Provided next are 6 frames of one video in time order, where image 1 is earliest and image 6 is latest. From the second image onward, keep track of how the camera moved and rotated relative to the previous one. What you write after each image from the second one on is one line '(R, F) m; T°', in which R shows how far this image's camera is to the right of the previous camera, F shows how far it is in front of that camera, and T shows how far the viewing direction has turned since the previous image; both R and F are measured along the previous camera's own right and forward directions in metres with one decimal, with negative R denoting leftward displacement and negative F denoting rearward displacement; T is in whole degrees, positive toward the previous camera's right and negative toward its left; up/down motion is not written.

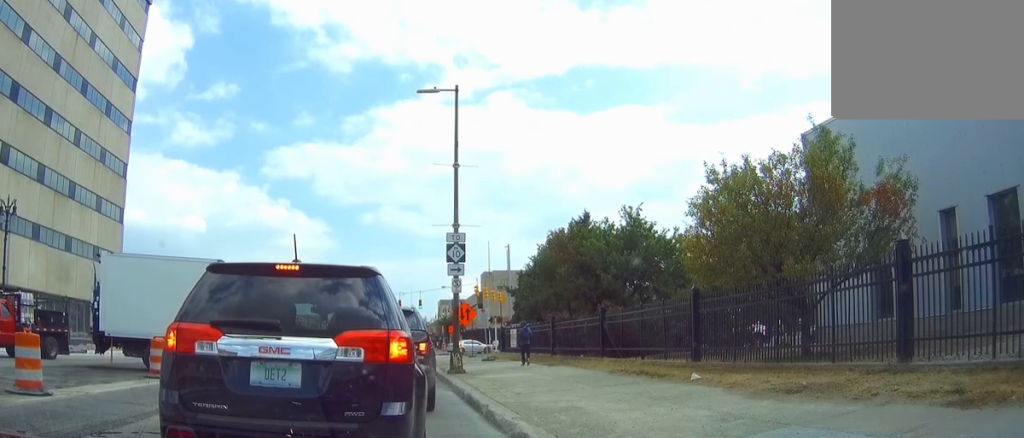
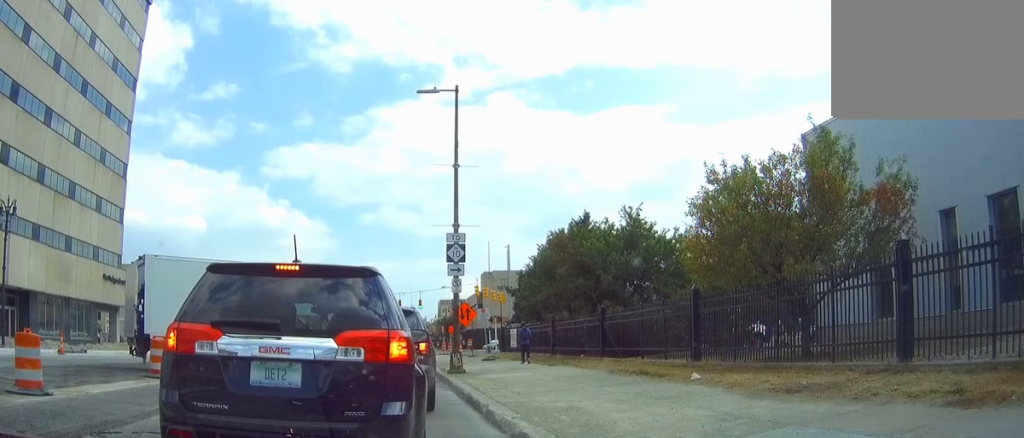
(+0.1, +0.2) m; 0°
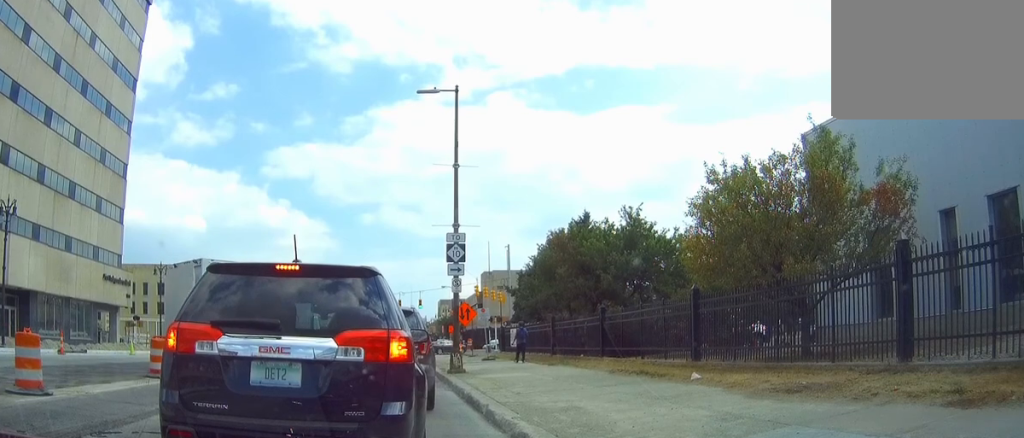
(-0.1, 0.0) m; 0°
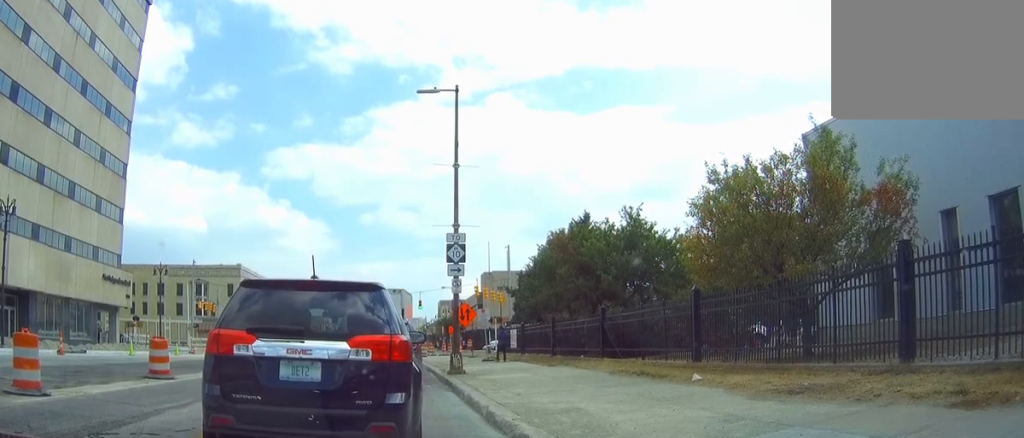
(+0.2, +0.7) m; 0°
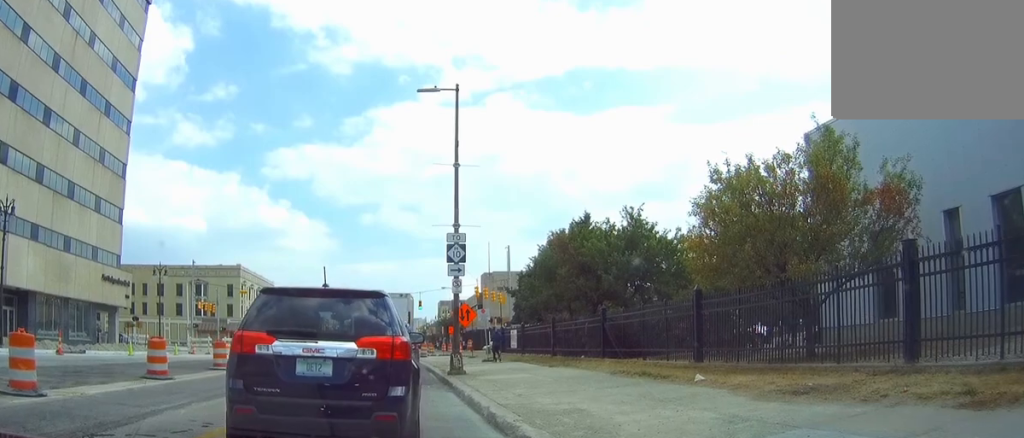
(0.0, +0.2) m; 0°
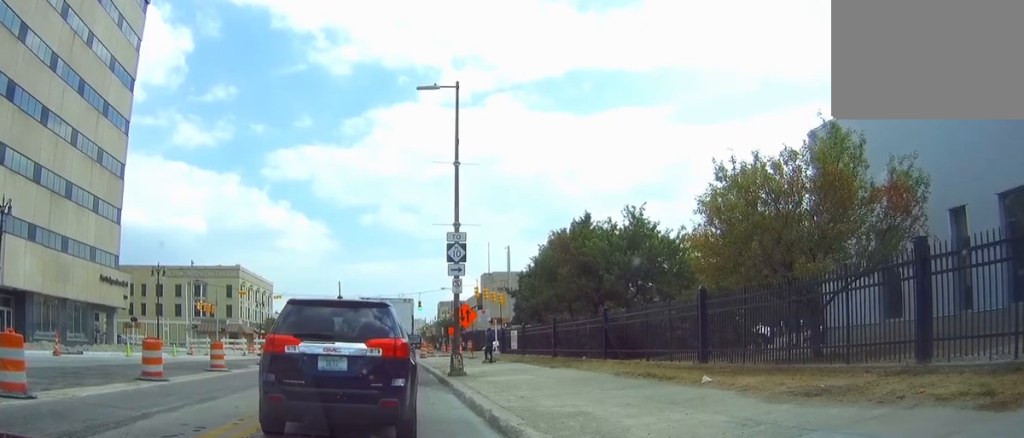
(0.0, +0.3) m; 0°
